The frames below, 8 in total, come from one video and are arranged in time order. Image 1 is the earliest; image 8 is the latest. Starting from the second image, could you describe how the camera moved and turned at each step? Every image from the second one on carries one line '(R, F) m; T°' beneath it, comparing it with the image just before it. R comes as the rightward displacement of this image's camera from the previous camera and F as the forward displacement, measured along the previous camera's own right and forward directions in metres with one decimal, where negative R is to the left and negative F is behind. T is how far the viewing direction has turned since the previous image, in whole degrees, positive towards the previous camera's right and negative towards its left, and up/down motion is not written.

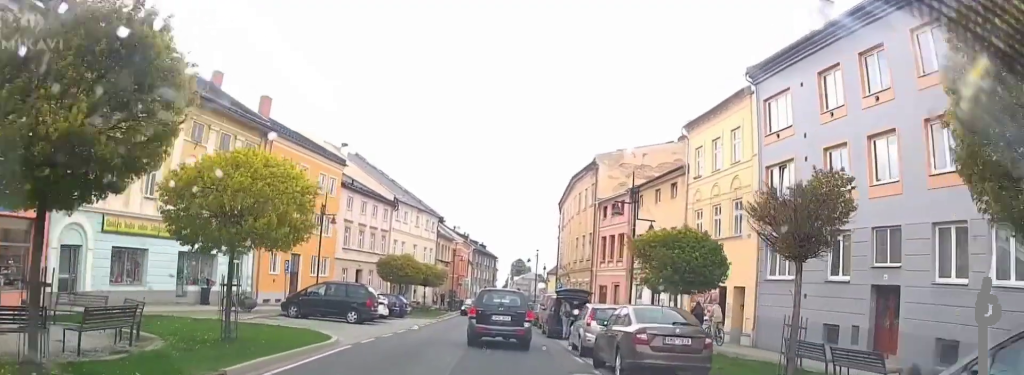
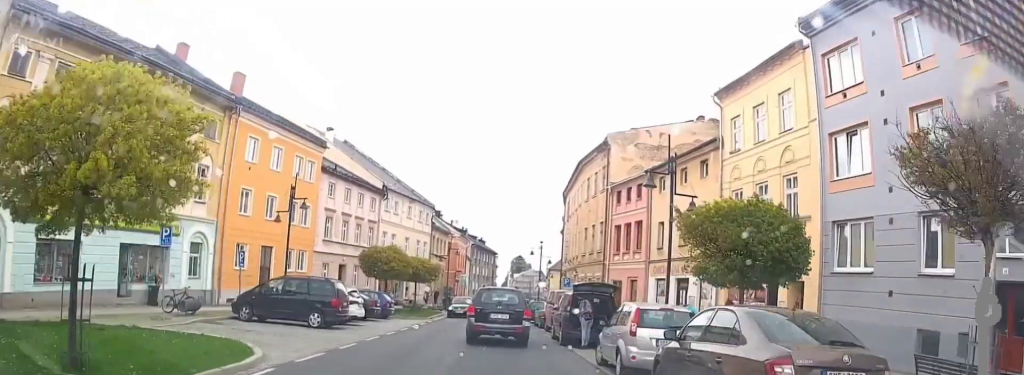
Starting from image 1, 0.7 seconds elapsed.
(0.0, +6.1) m; -1°
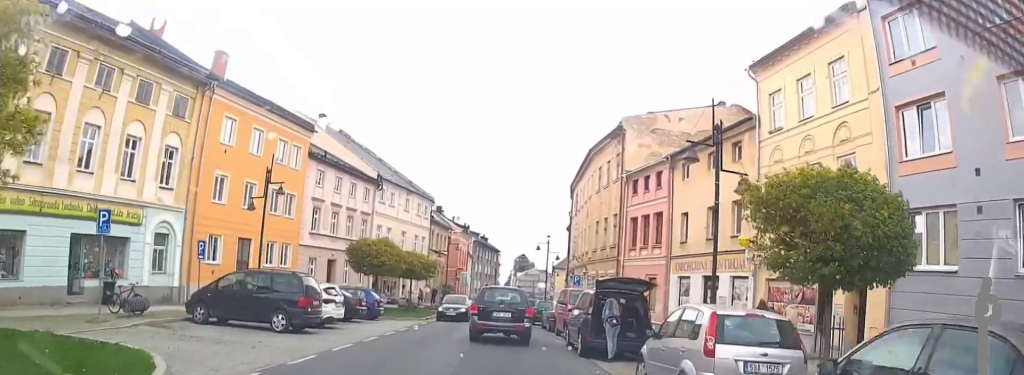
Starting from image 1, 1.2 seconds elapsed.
(-0.1, +4.4) m; -2°
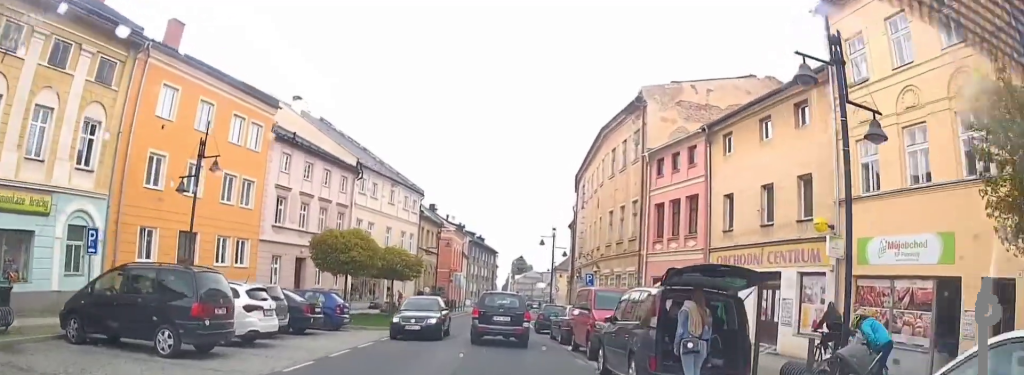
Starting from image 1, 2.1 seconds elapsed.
(-0.1, +6.7) m; -1°
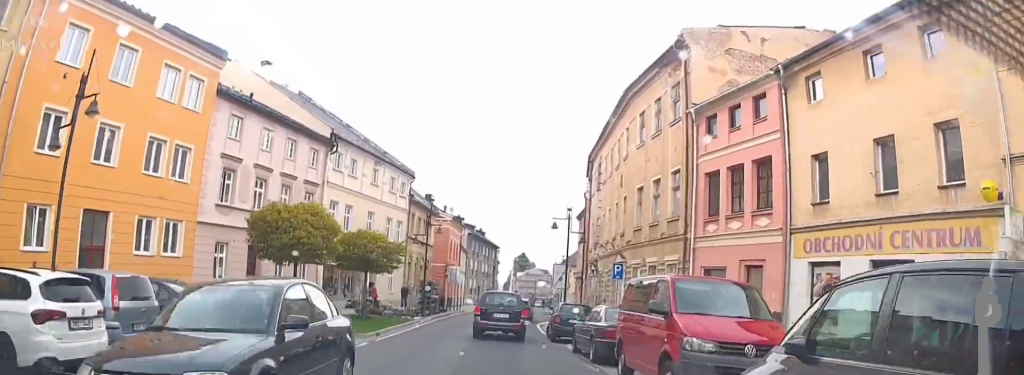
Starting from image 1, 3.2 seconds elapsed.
(0.0, +7.7) m; 0°
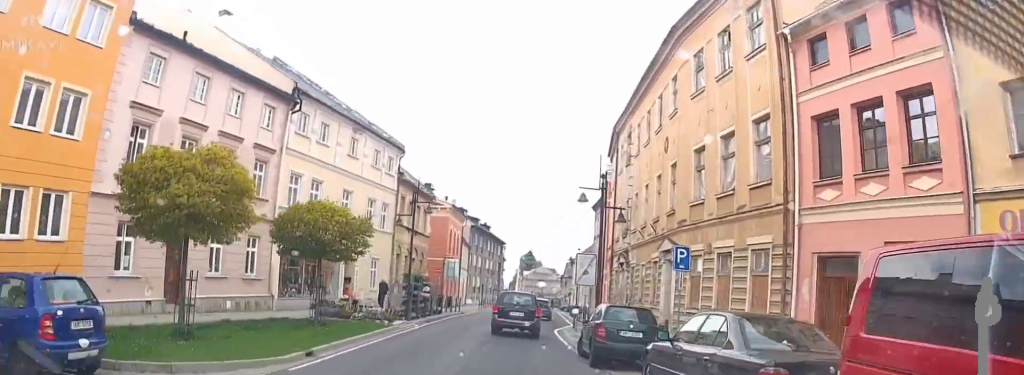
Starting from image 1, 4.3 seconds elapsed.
(+0.1, +7.8) m; +1°
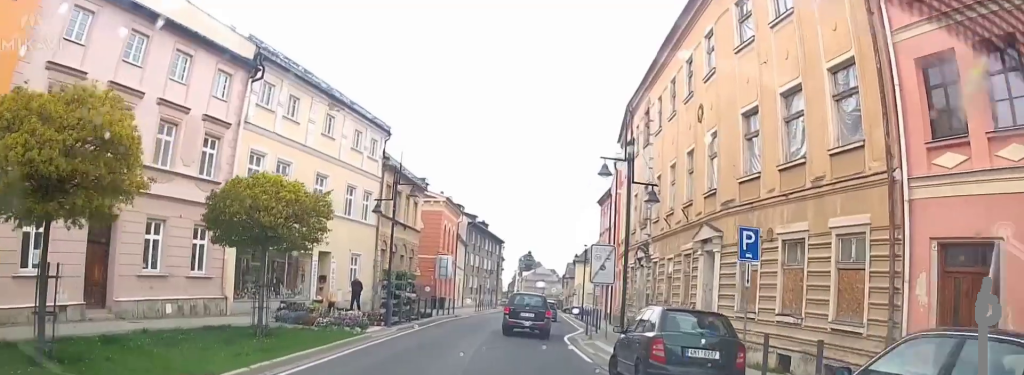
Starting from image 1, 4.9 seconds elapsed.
(0.0, +4.2) m; 0°
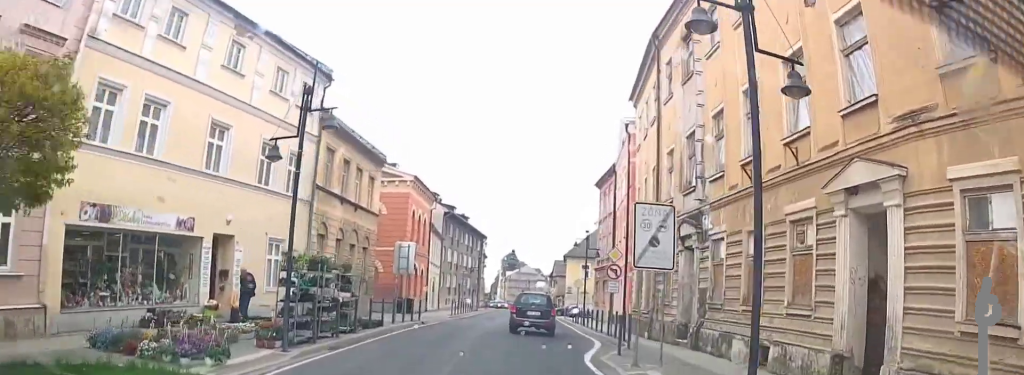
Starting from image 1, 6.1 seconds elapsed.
(-0.1, +8.5) m; -1°
